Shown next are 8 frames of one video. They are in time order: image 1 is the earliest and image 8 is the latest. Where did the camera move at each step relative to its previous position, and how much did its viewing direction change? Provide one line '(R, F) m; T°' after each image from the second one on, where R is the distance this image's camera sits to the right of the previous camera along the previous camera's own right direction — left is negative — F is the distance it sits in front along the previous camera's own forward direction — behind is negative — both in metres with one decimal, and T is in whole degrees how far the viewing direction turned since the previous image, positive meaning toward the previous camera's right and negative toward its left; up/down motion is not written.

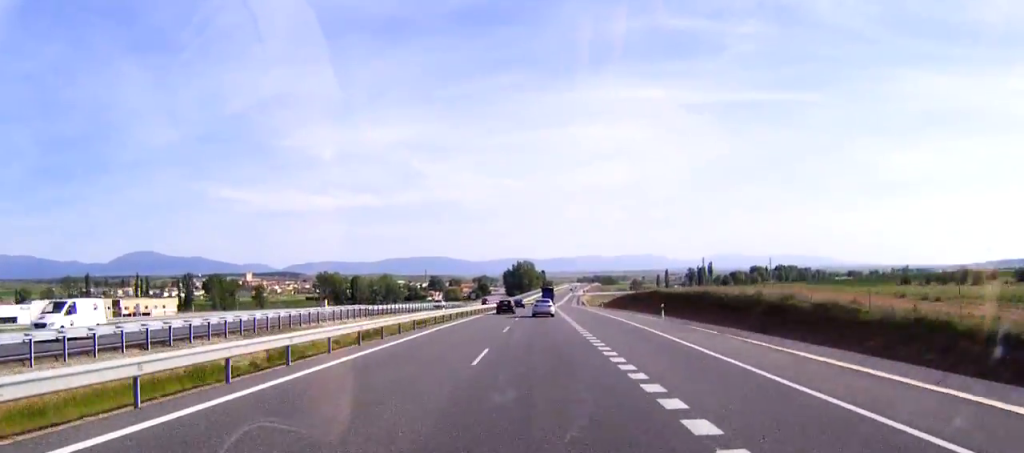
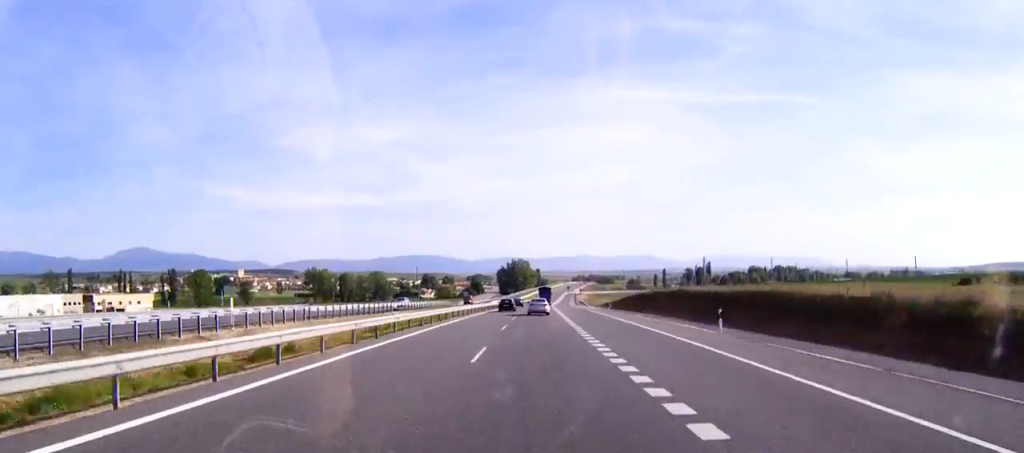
(0.0, +16.7) m; 0°
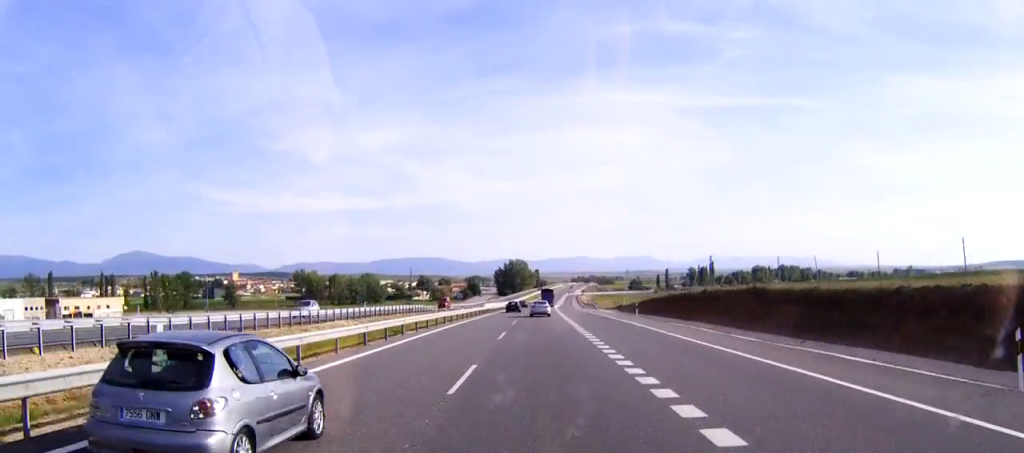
(0.0, +22.6) m; 0°
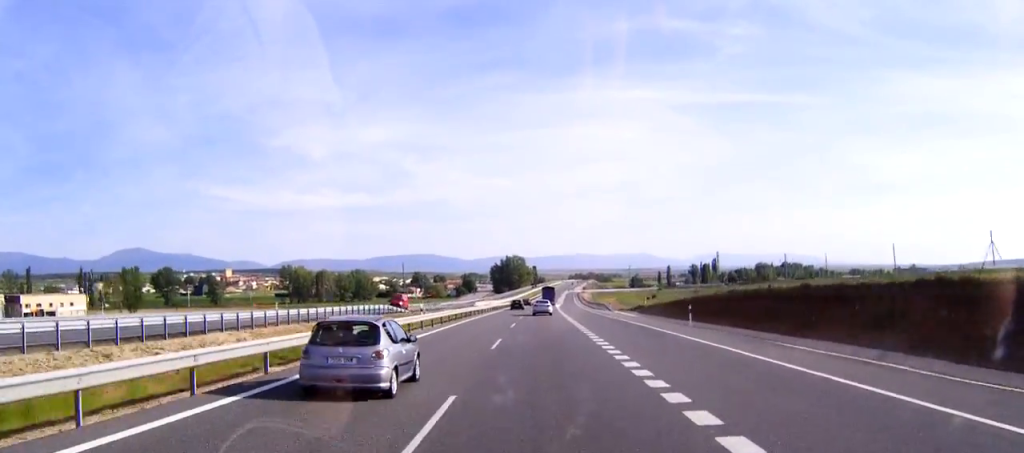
(0.0, +22.6) m; 0°
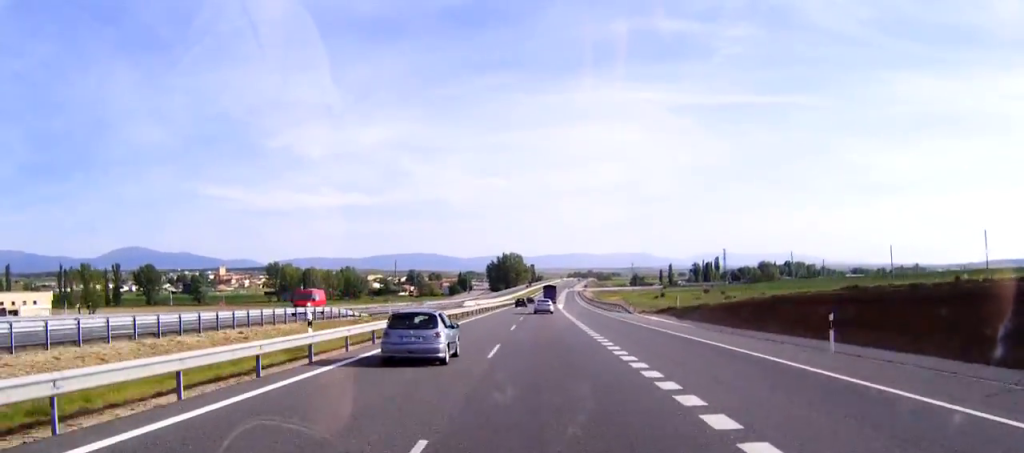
(0.0, +20.7) m; 0°
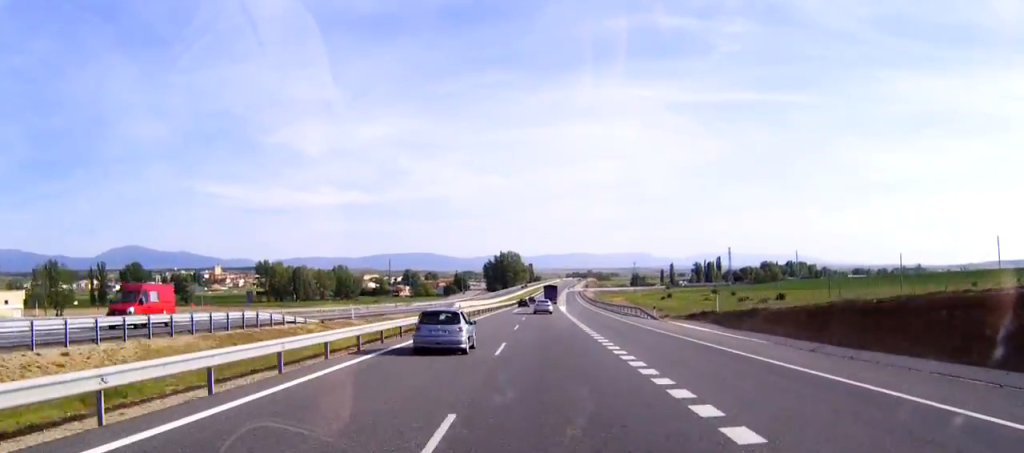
(0.0, +14.9) m; 0°
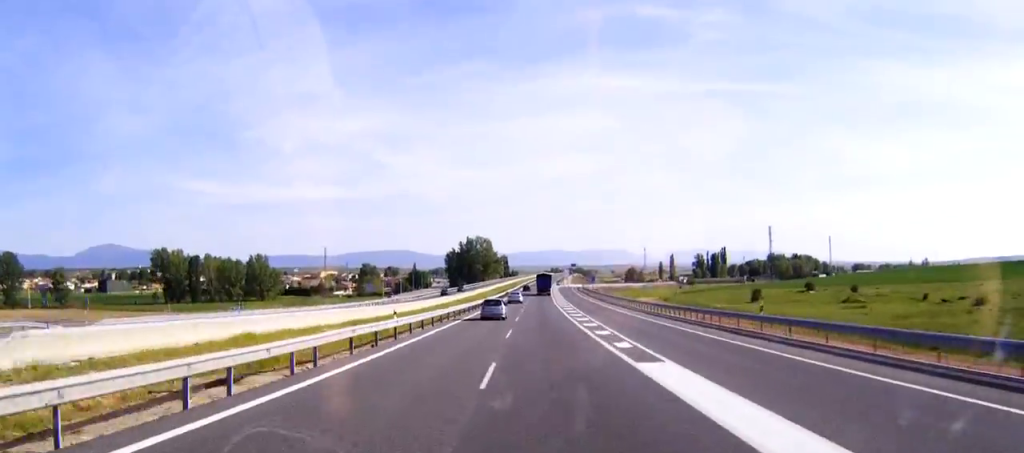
(+1.6, +105.0) m; +1°
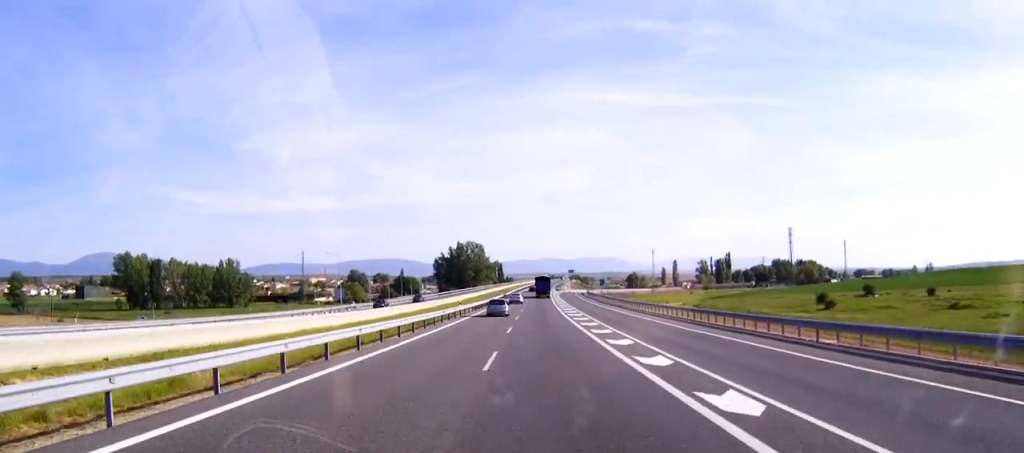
(0.0, +30.4) m; +1°
